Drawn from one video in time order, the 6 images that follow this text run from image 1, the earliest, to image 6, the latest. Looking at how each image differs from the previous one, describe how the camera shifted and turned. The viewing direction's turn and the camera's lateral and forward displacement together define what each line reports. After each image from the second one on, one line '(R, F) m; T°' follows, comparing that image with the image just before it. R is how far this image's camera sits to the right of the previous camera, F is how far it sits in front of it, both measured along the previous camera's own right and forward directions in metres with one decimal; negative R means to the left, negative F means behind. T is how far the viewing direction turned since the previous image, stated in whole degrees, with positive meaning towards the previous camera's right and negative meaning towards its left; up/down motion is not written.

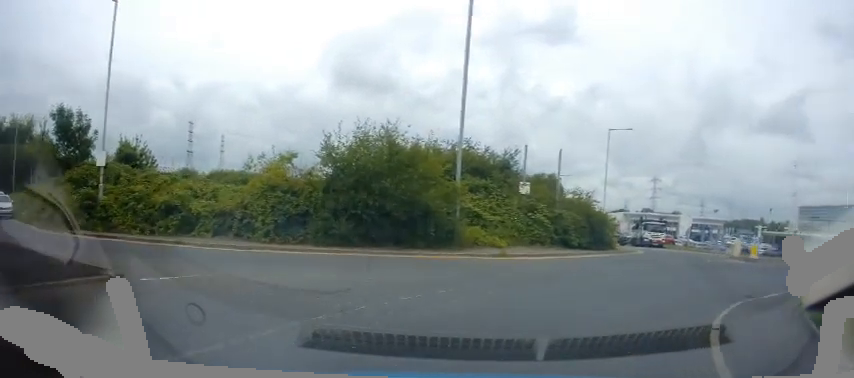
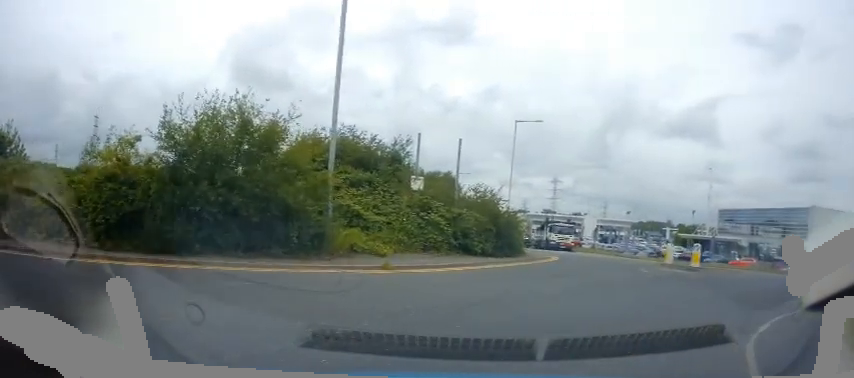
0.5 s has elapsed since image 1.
(0.0, +3.4) m; +10°
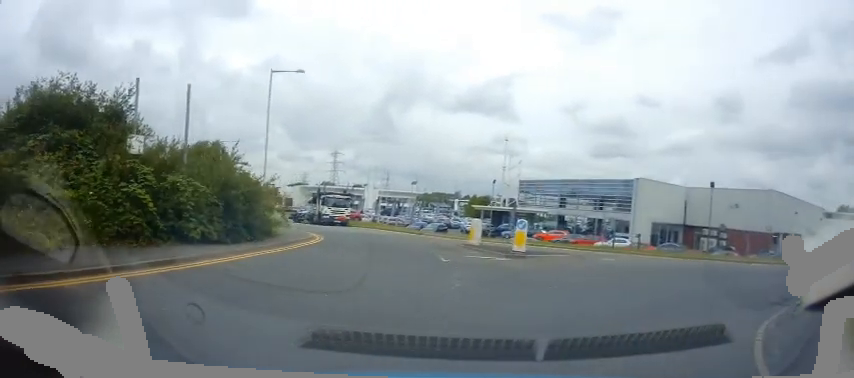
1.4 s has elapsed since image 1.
(+0.7, +5.3) m; +23°
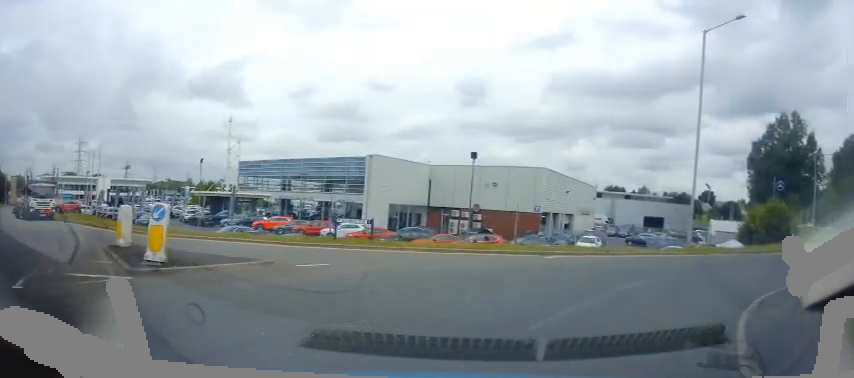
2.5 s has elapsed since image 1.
(+2.0, +6.1) m; +35°
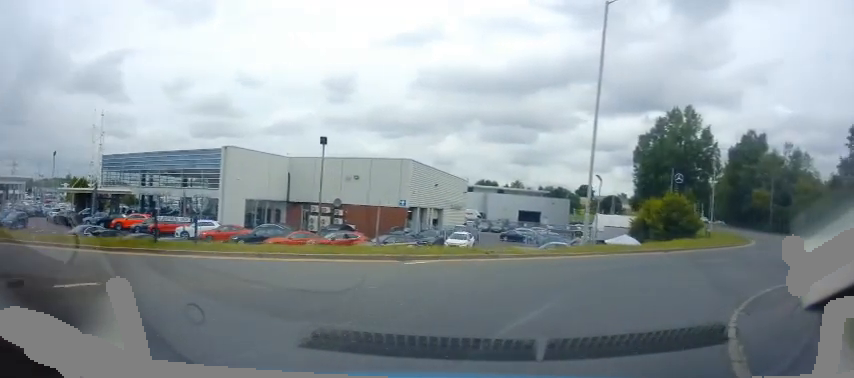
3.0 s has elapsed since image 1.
(+0.8, +3.2) m; +16°
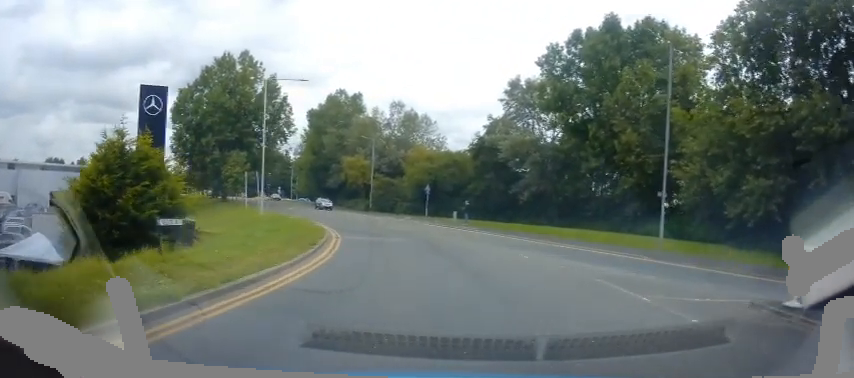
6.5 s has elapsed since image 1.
(+12.2, +18.8) m; +47°
